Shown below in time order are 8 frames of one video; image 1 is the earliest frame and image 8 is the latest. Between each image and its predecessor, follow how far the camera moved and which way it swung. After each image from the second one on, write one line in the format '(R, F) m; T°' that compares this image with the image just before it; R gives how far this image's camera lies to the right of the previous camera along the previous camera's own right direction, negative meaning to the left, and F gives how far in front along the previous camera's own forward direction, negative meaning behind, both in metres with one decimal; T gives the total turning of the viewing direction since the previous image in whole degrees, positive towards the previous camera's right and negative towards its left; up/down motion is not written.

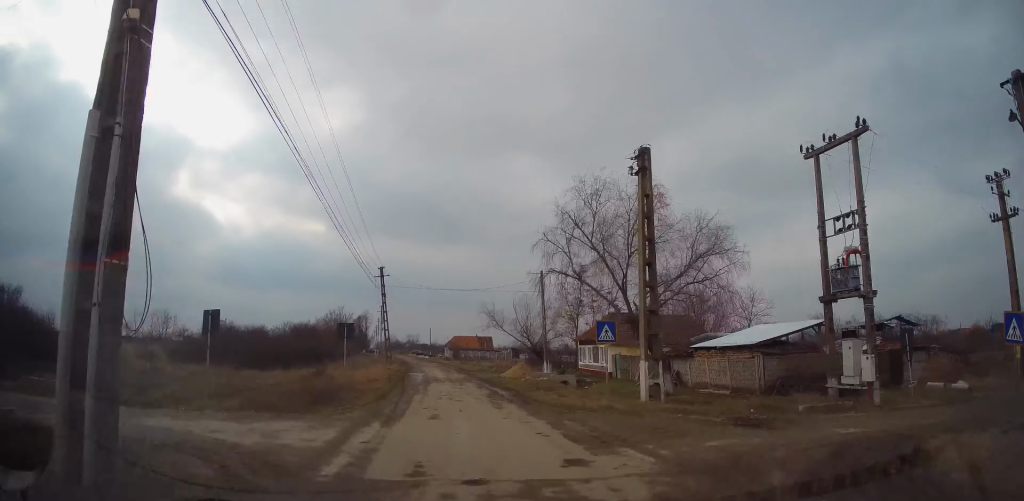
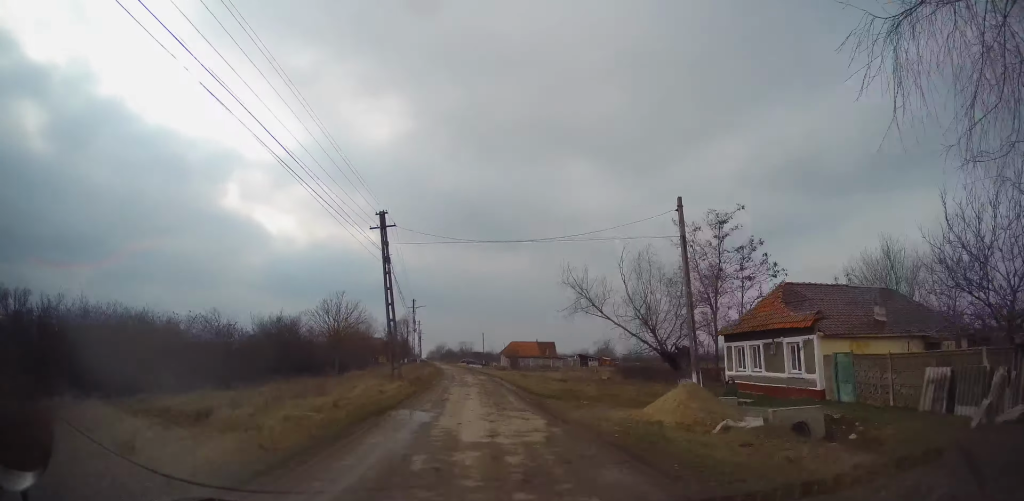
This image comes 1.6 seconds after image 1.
(-1.1, +19.7) m; -3°
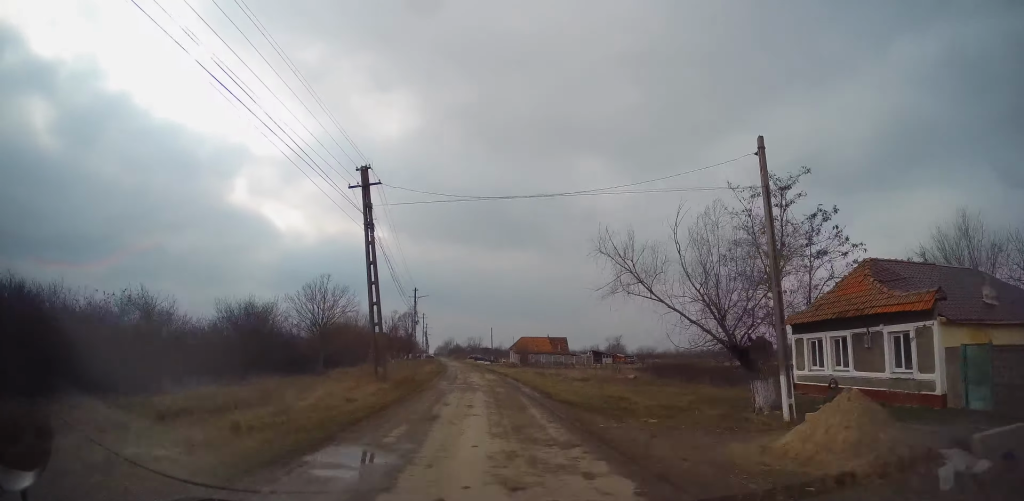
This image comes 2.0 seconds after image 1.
(+0.1, +5.5) m; 0°
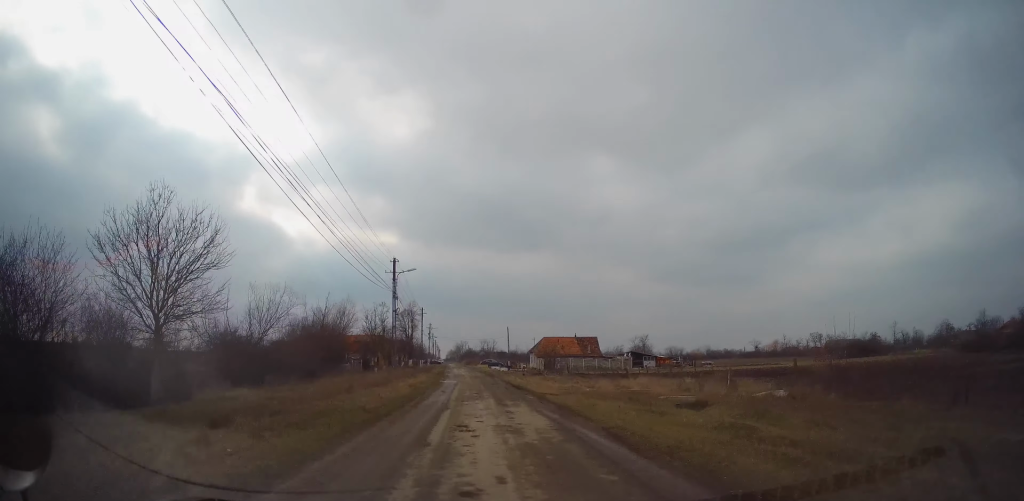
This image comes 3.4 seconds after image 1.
(-0.8, +18.5) m; -4°
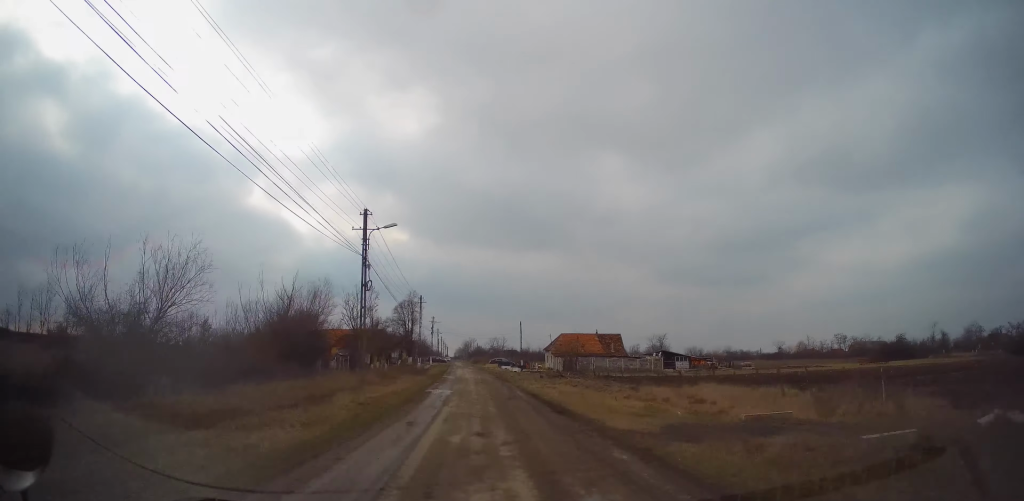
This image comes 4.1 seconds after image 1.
(-0.2, +10.8) m; -1°
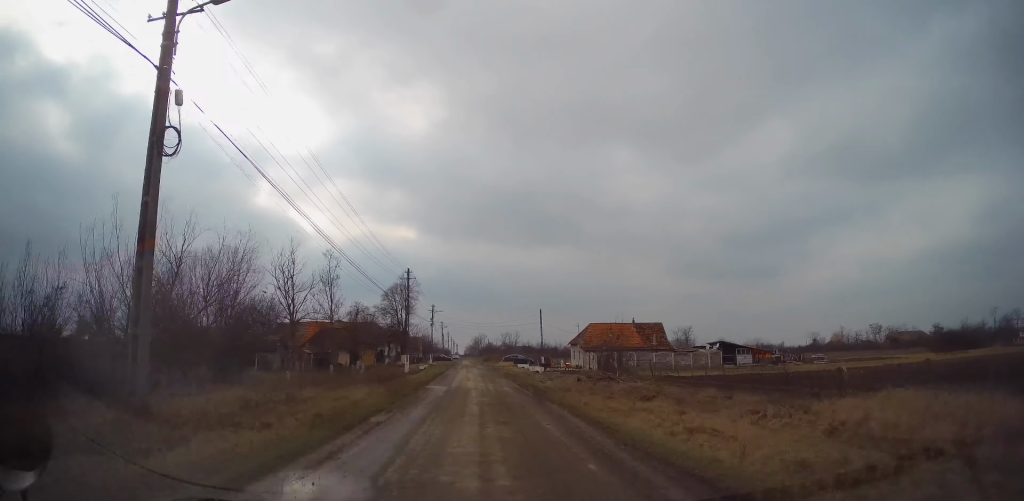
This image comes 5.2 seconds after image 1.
(+0.1, +16.1) m; -1°
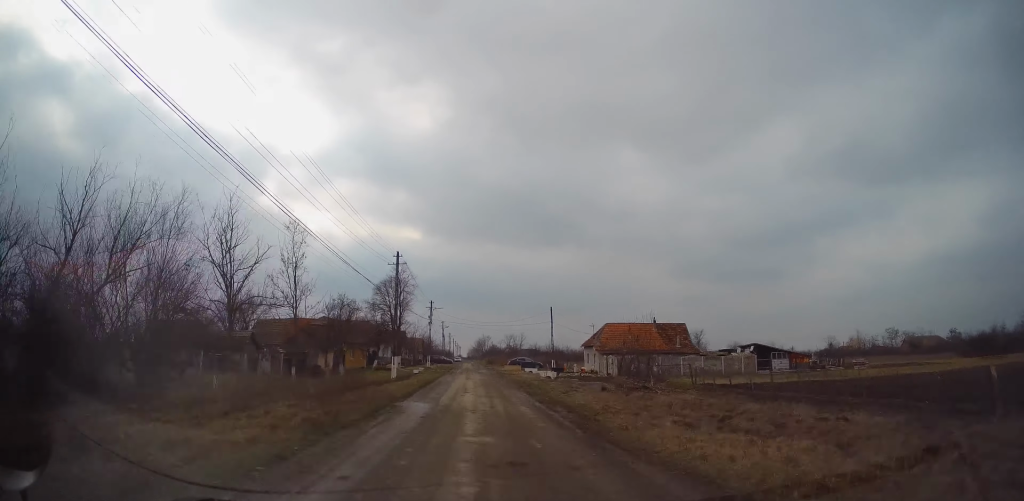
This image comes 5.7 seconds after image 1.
(0.0, +7.4) m; -1°
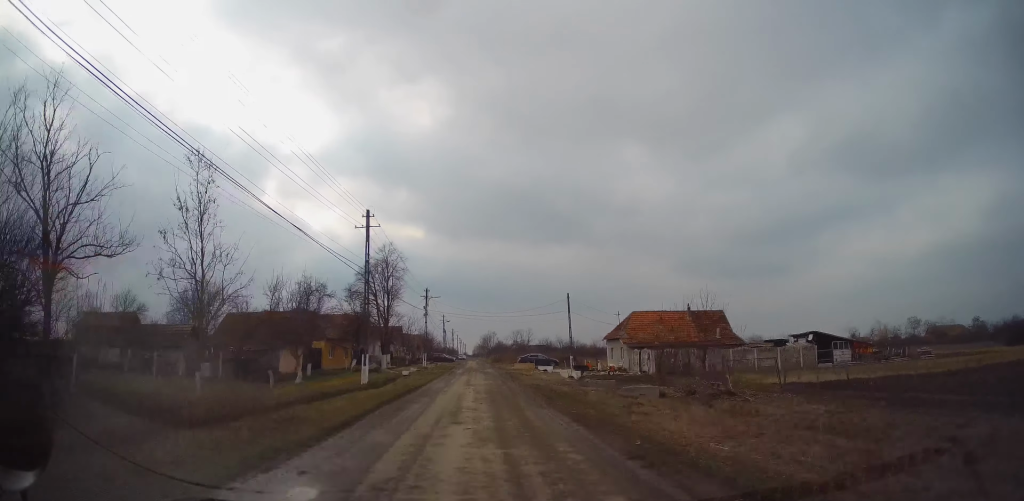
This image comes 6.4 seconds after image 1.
(-0.2, +10.0) m; -1°
